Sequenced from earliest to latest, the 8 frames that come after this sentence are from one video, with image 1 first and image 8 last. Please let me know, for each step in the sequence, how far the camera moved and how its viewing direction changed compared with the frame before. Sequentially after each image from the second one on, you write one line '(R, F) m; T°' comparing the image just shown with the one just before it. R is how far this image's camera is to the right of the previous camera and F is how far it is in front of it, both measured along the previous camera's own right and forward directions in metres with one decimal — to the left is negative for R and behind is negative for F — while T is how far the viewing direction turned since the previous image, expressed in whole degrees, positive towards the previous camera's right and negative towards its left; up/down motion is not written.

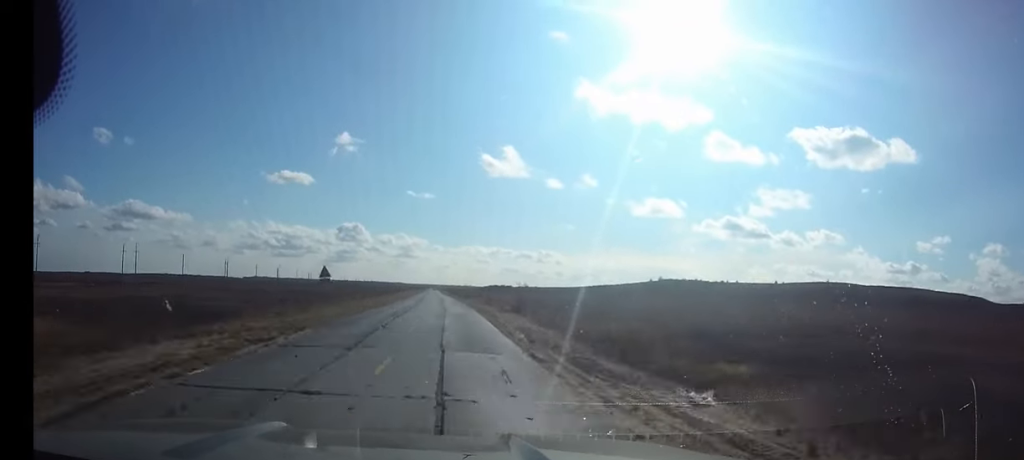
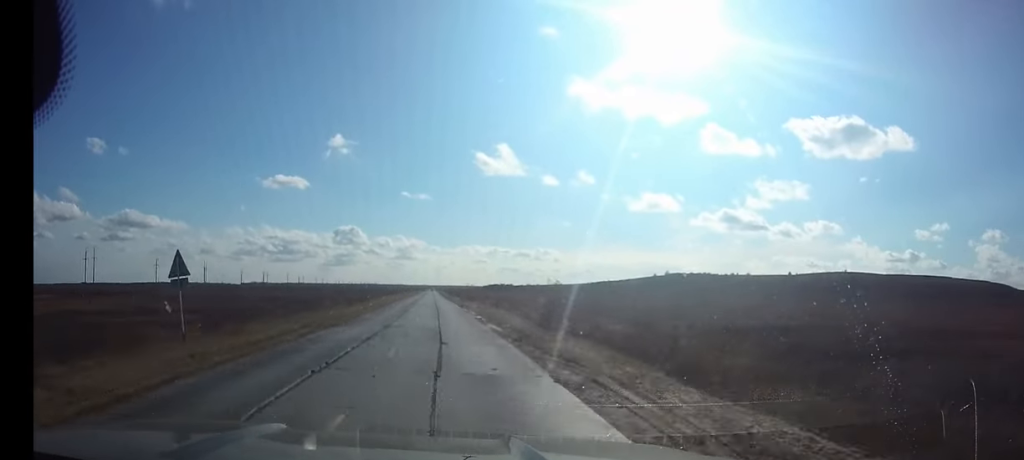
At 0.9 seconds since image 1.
(-0.1, +21.1) m; 0°
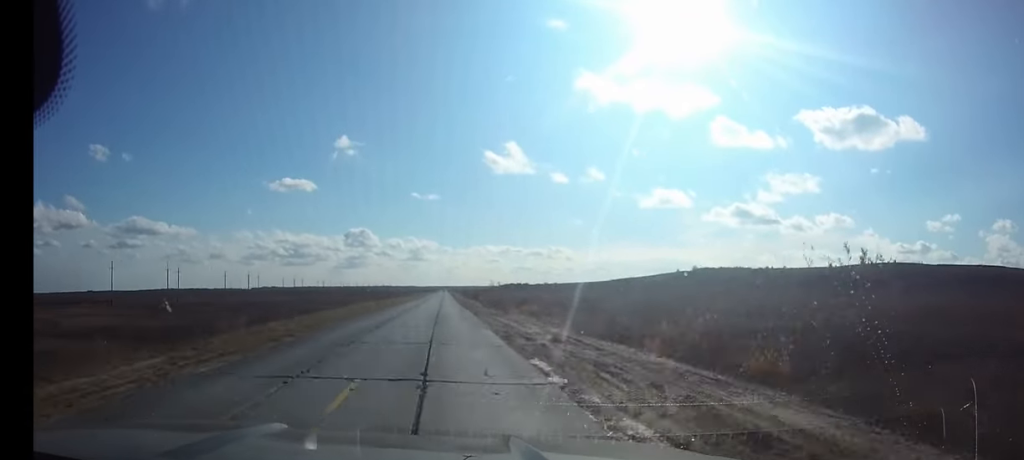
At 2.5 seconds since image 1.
(-0.2, +37.9) m; -1°
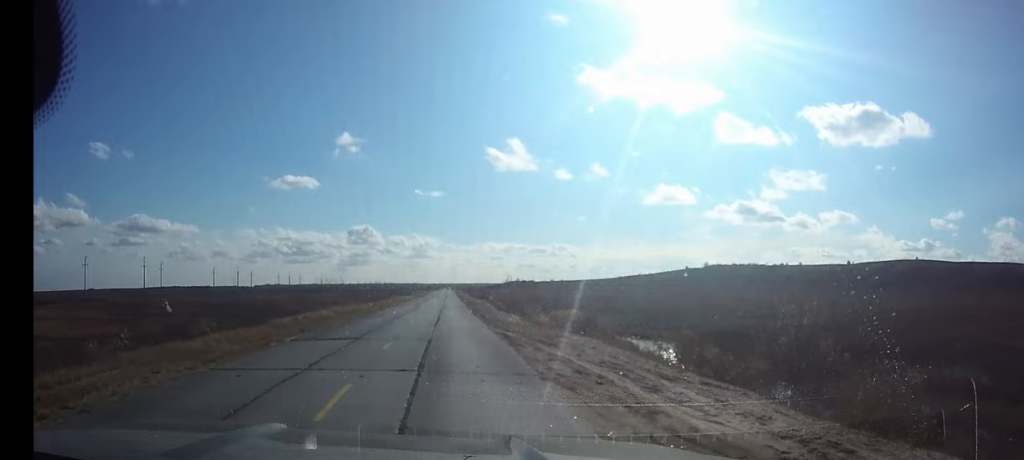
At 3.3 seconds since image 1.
(0.0, +17.0) m; 0°
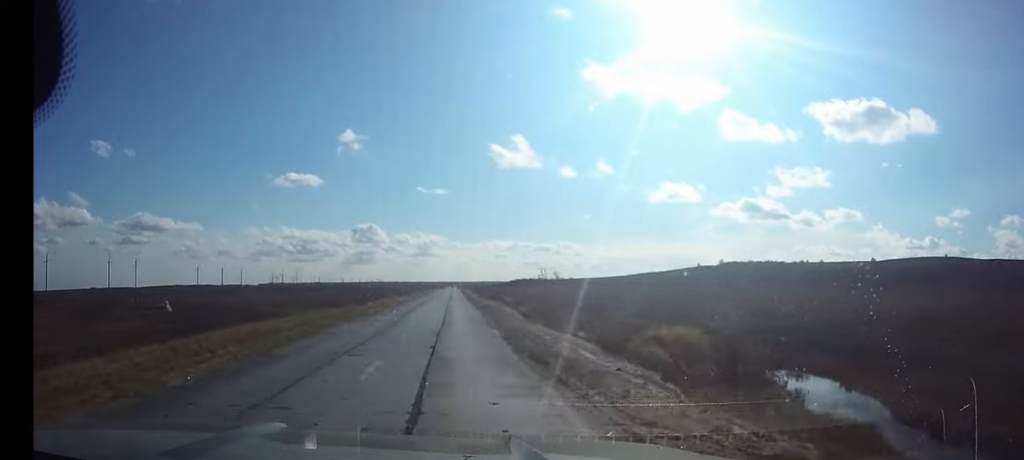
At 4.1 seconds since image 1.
(-0.1, +20.3) m; 0°
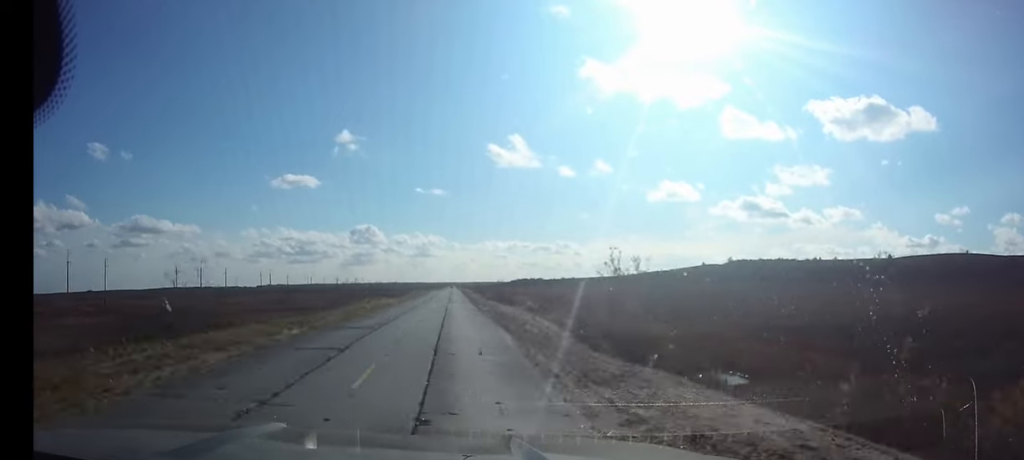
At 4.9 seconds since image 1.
(0.0, +17.2) m; 0°
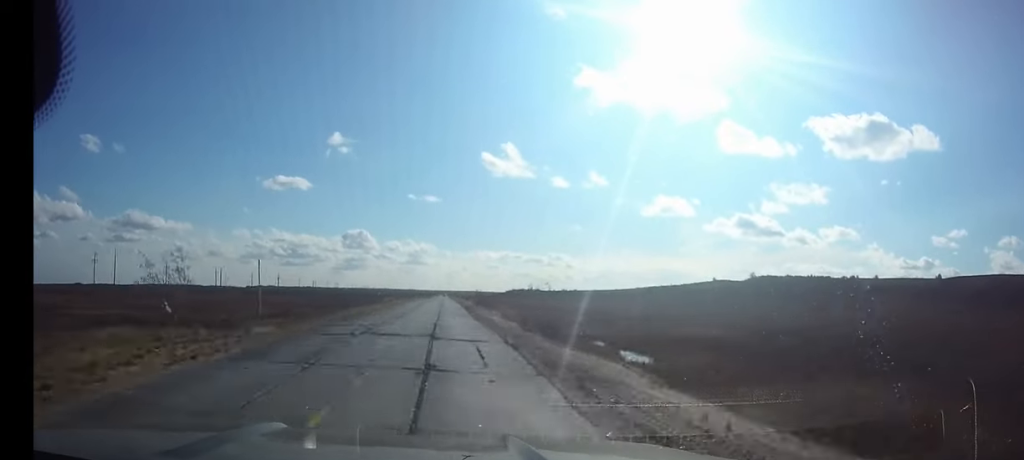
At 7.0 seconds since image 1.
(0.0, +50.1) m; 0°
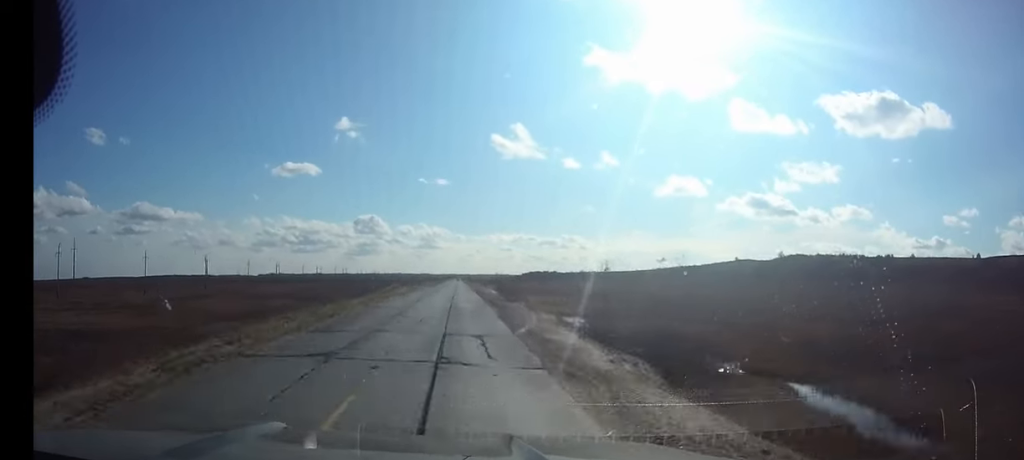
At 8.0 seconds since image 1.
(0.0, +23.2) m; 0°
